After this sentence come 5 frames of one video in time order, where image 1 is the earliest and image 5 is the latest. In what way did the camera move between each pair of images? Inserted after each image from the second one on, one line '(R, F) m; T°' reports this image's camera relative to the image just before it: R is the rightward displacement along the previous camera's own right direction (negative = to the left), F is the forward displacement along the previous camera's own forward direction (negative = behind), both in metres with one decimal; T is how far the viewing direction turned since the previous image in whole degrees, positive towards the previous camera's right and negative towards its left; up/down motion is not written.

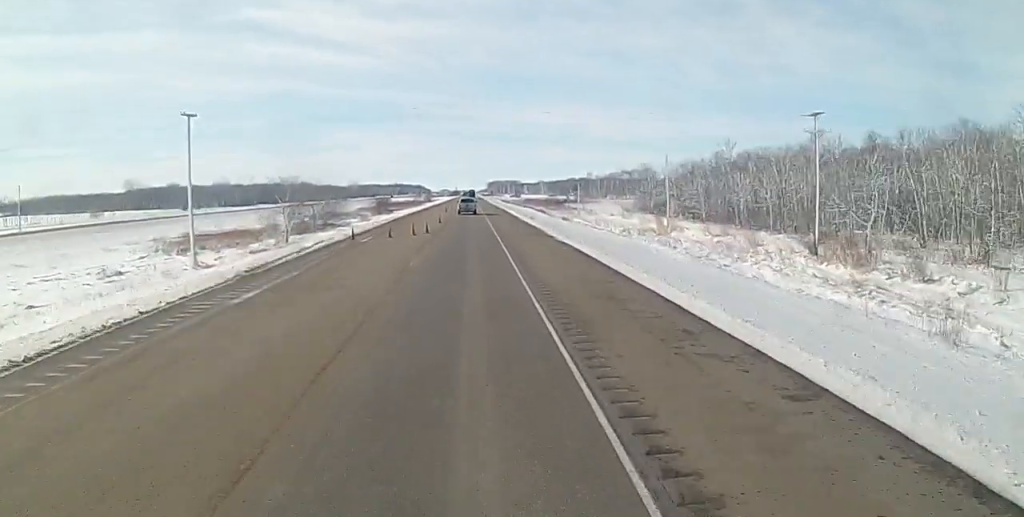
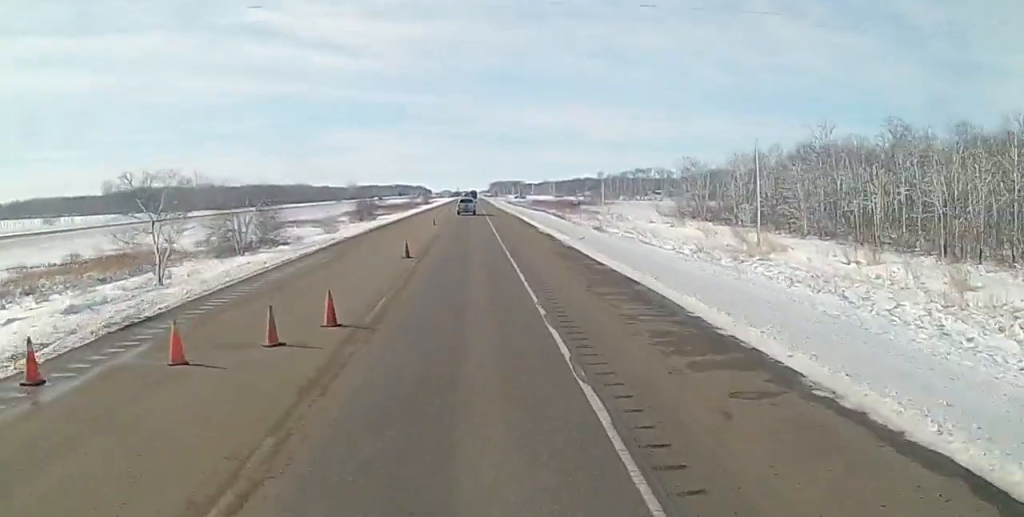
(-1.0, +35.8) m; 0°
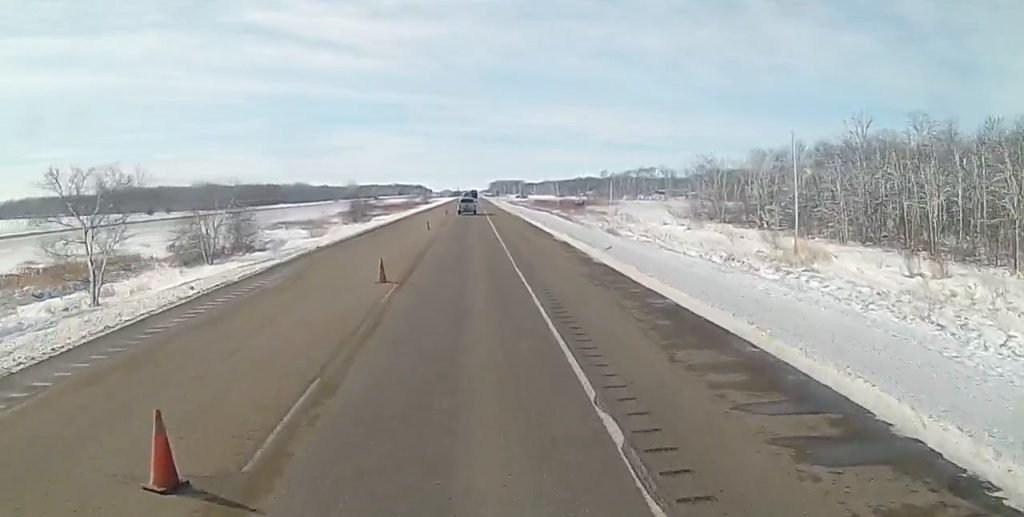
(+0.3, +9.2) m; 0°
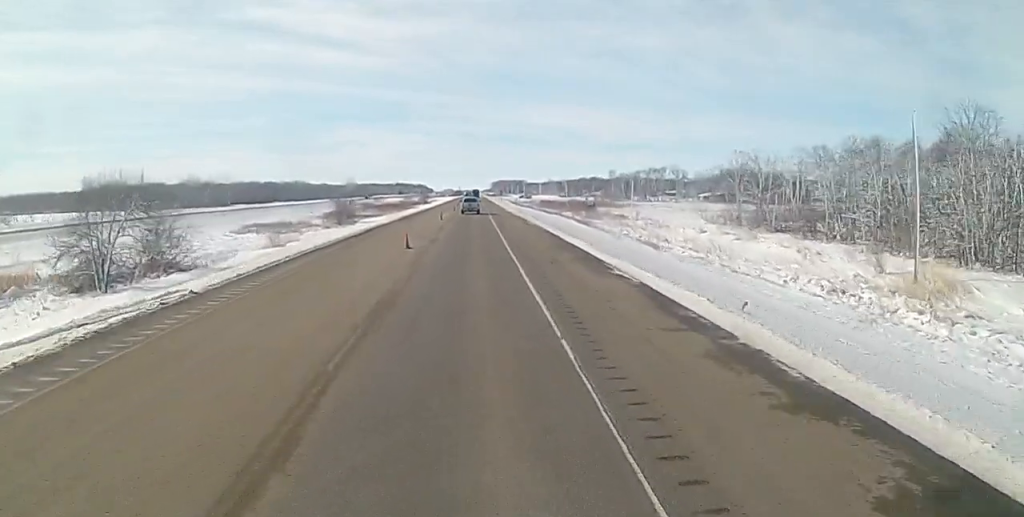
(0.0, +19.6) m; 0°
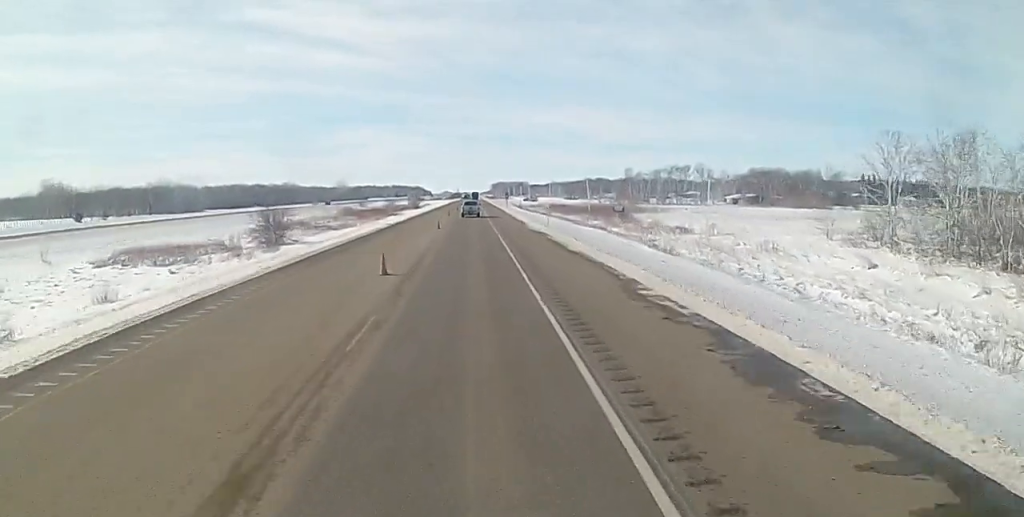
(+0.8, +46.4) m; 0°
